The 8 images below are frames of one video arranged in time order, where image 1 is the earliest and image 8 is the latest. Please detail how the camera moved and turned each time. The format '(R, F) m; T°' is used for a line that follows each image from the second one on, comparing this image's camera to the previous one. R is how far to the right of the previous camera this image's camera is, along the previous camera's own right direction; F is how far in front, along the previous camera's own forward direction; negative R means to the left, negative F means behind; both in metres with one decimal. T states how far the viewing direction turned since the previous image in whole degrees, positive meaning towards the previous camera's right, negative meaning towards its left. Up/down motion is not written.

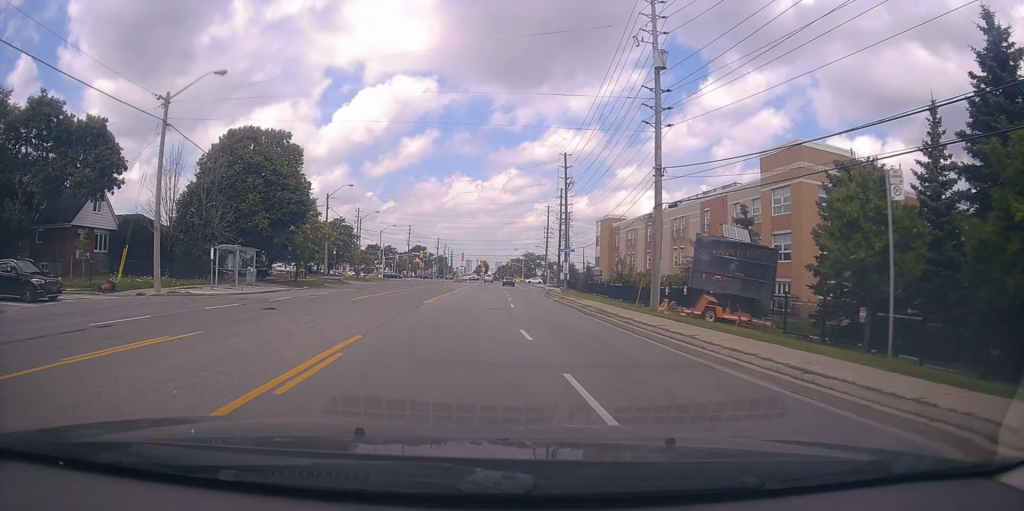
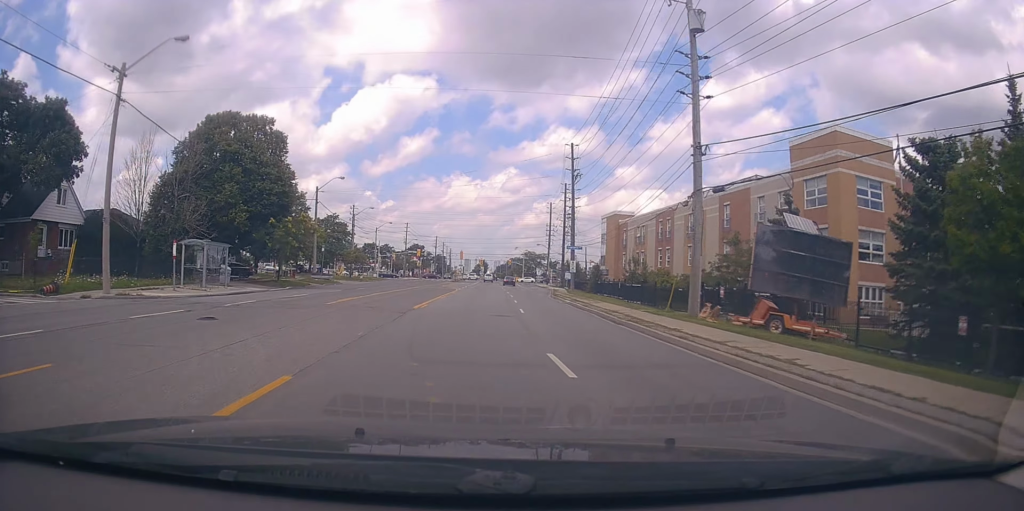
(+0.1, +4.9) m; +1°
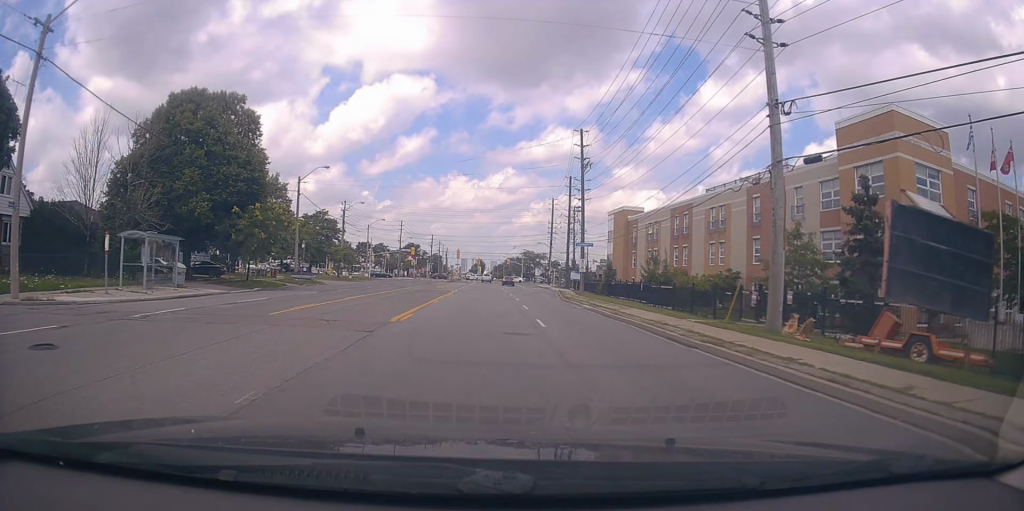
(+0.3, +6.5) m; 0°
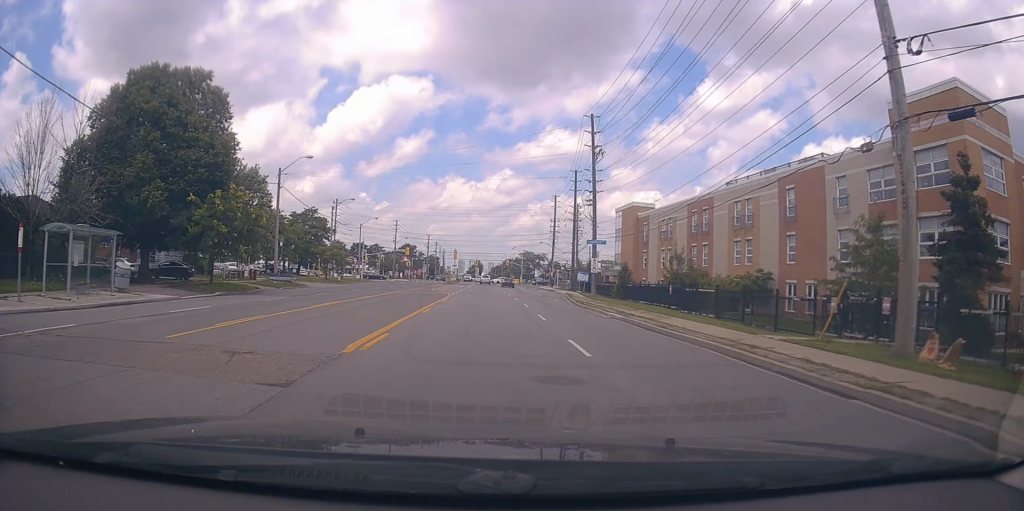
(0.0, +6.0) m; 0°
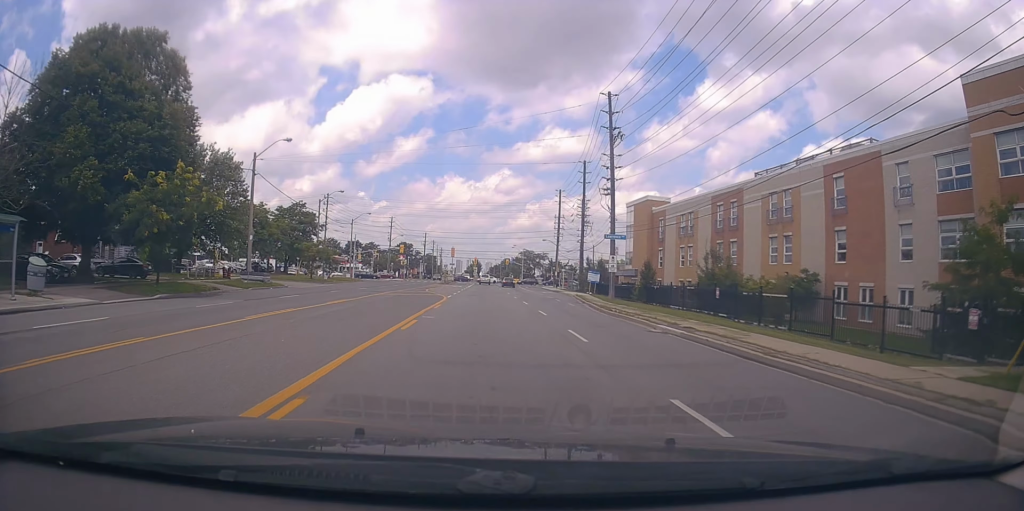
(-0.2, +6.8) m; -1°
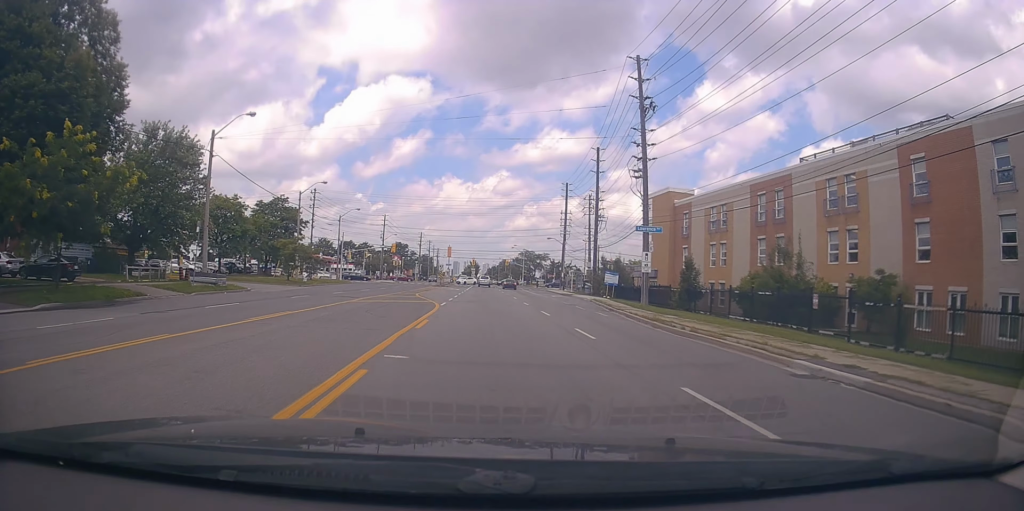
(0.0, +8.5) m; -1°
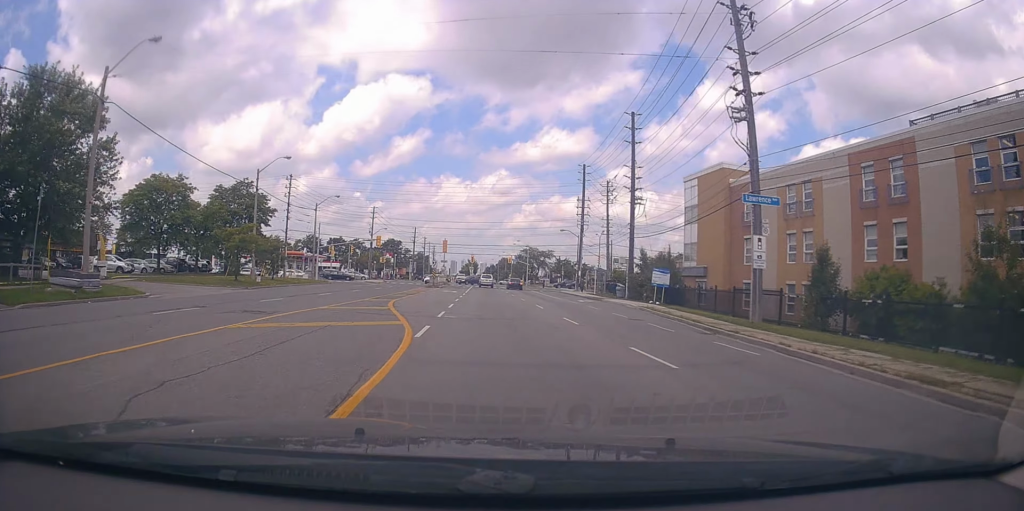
(-0.2, +14.3) m; 0°
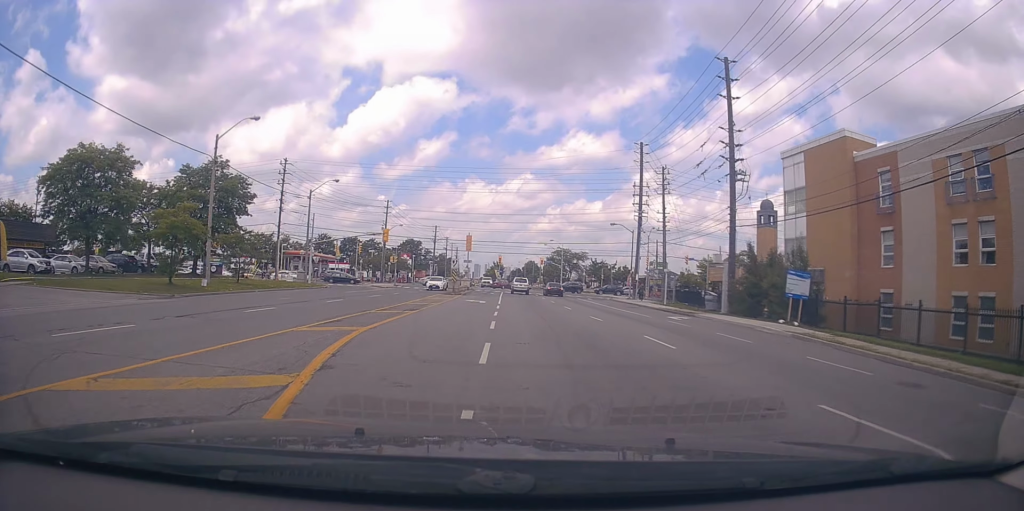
(+0.4, +15.1) m; +1°
